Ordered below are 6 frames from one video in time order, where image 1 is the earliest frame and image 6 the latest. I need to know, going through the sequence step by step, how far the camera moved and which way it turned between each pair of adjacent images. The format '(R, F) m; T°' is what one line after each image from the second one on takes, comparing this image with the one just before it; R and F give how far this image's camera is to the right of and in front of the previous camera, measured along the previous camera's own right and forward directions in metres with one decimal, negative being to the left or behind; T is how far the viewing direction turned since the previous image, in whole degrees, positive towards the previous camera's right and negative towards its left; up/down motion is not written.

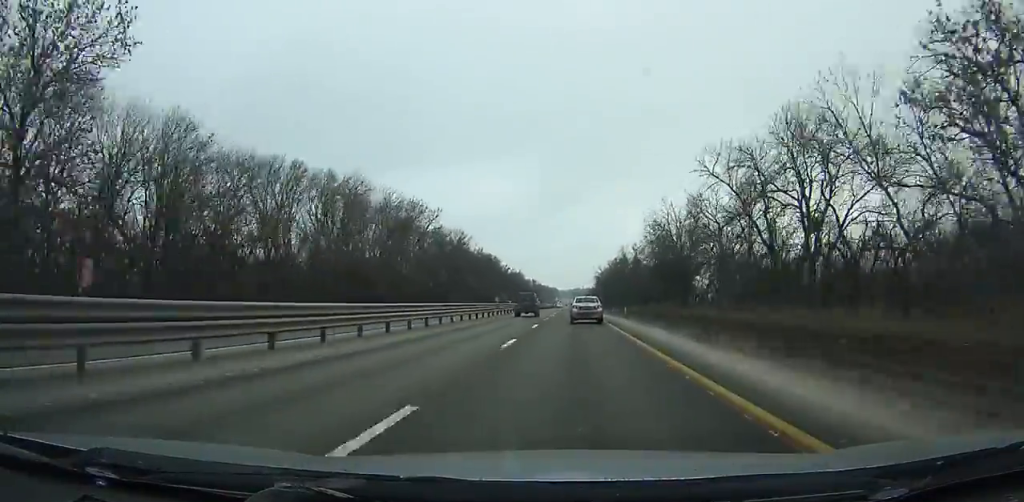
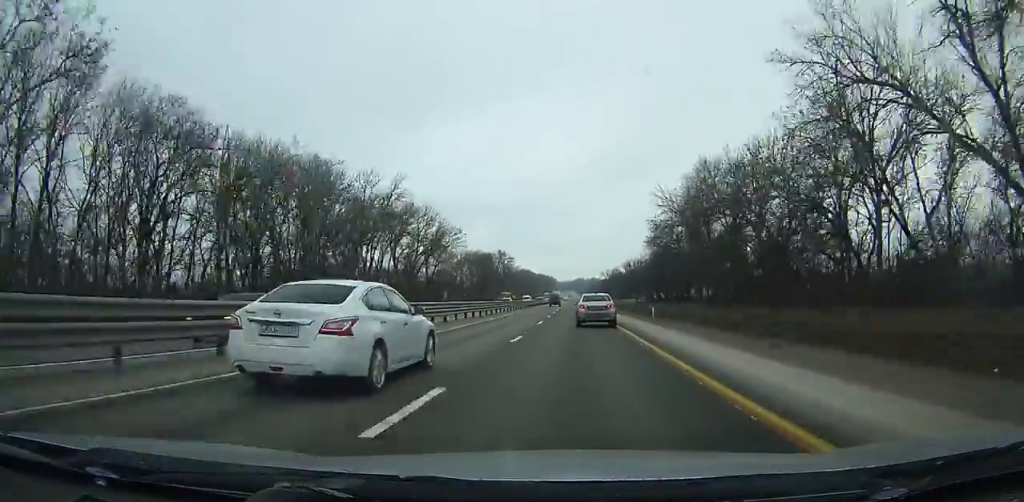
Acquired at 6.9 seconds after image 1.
(-0.4, +168.8) m; 0°
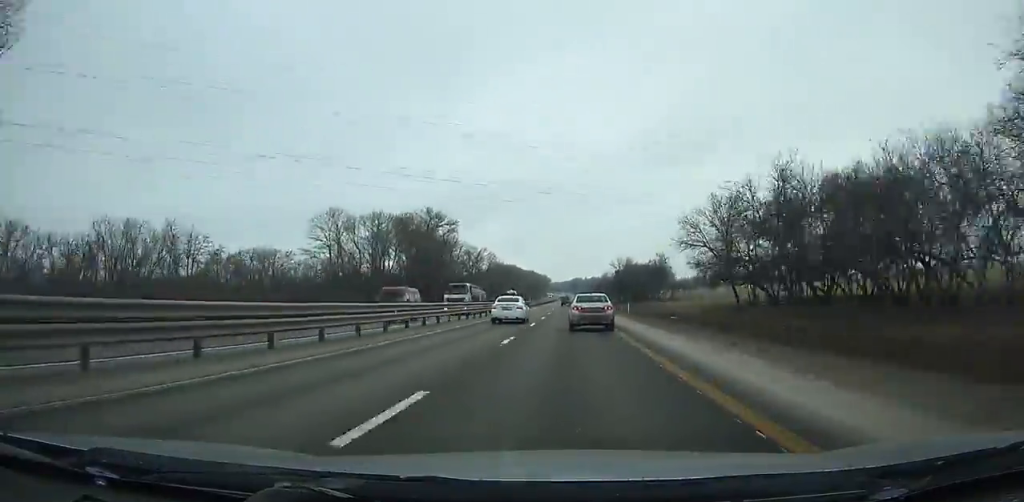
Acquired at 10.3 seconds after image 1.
(+0.2, +84.4) m; 0°
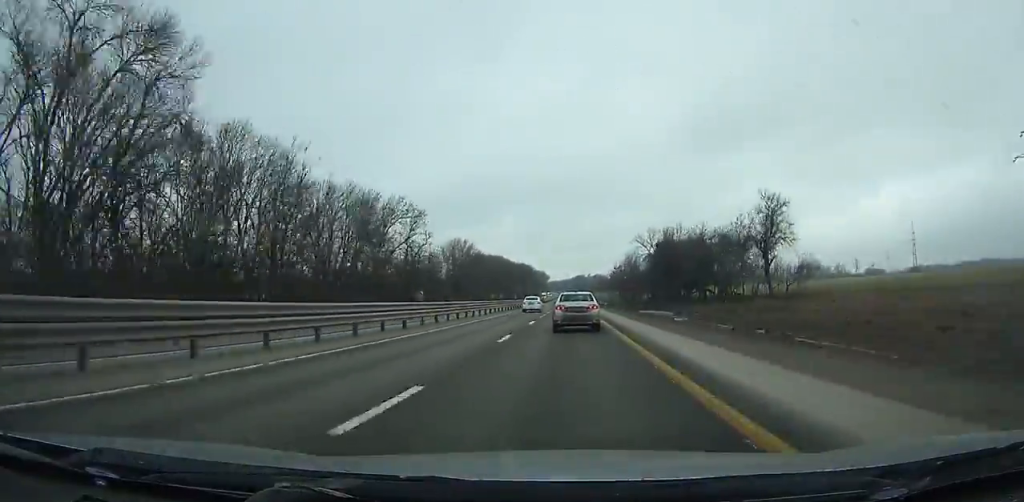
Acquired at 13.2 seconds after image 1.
(-0.1, +72.3) m; 0°
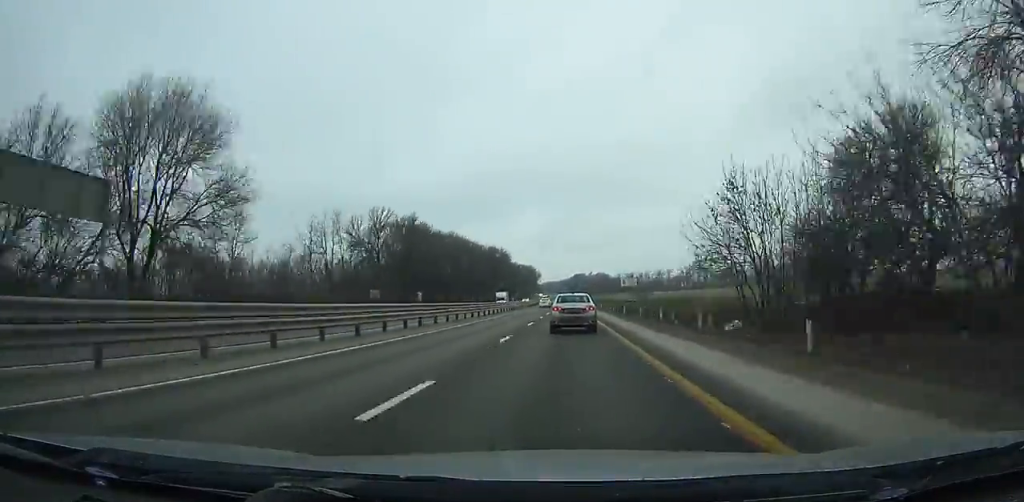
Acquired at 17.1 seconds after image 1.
(+0.1, +96.8) m; 0°
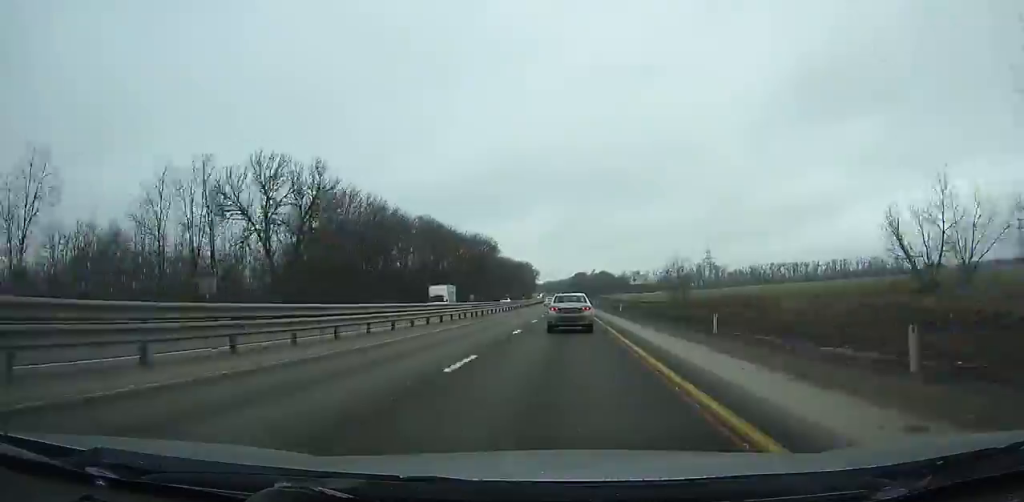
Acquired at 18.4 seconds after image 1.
(0.0, +32.2) m; 0°
